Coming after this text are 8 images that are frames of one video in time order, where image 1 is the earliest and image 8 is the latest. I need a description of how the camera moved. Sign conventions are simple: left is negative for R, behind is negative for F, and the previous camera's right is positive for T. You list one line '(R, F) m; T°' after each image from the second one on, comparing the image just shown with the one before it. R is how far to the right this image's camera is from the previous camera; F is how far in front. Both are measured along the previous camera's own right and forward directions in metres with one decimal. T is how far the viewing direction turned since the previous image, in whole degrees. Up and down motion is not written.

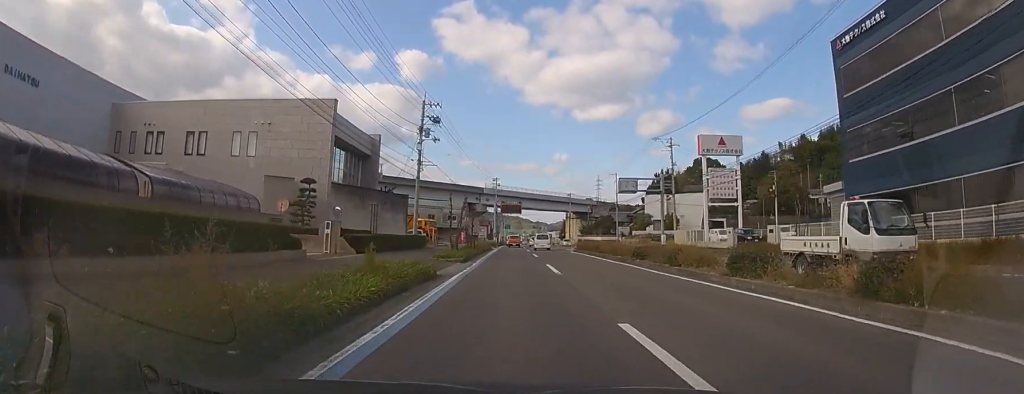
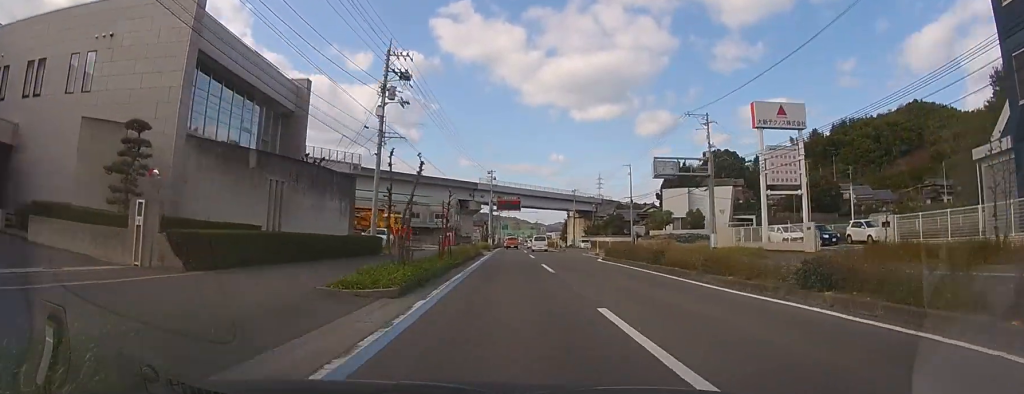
(0.0, +13.5) m; 0°
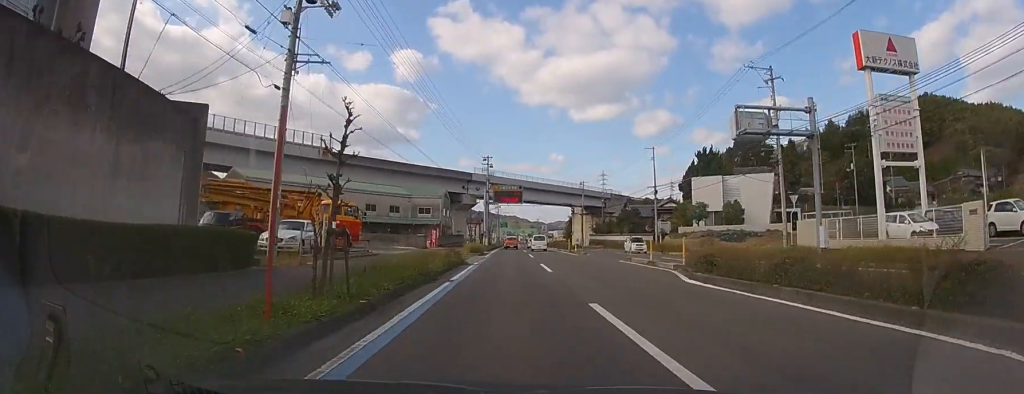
(+0.1, +14.4) m; 0°
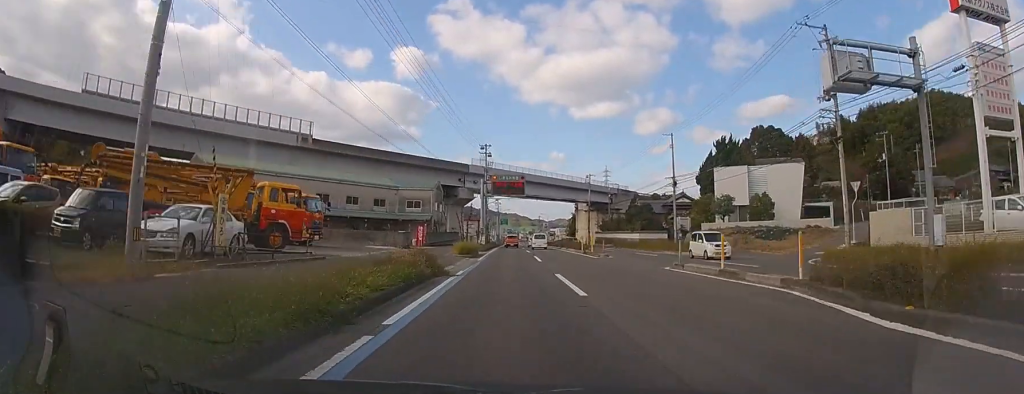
(0.0, +7.7) m; 0°
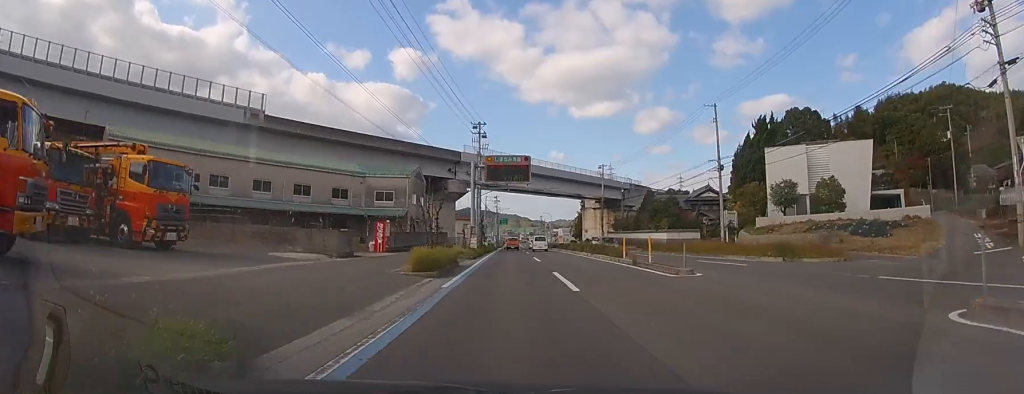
(-0.1, +13.9) m; 0°
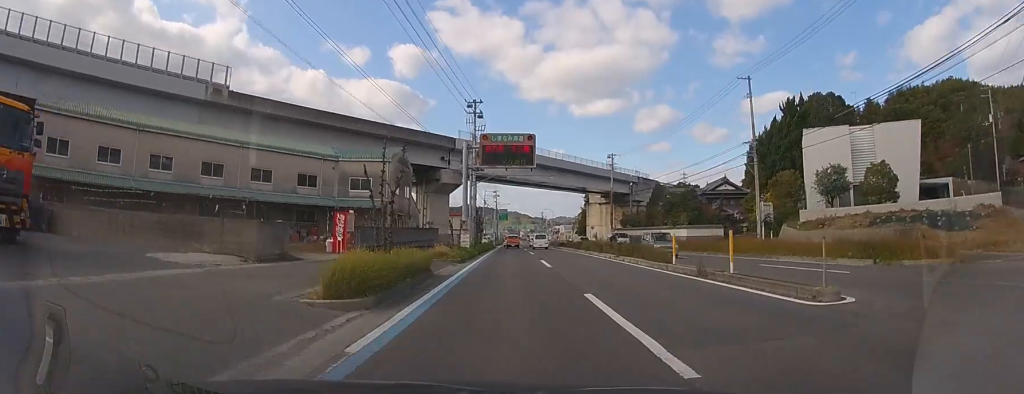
(0.0, +7.2) m; 0°
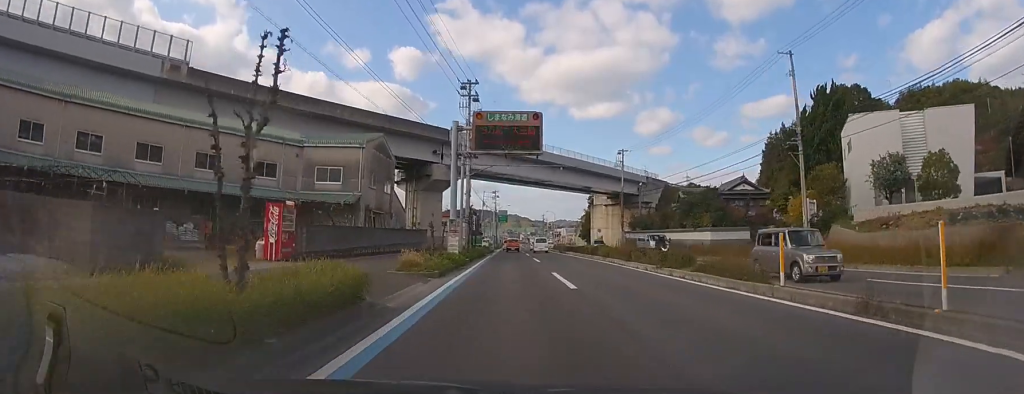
(0.0, +7.2) m; 0°
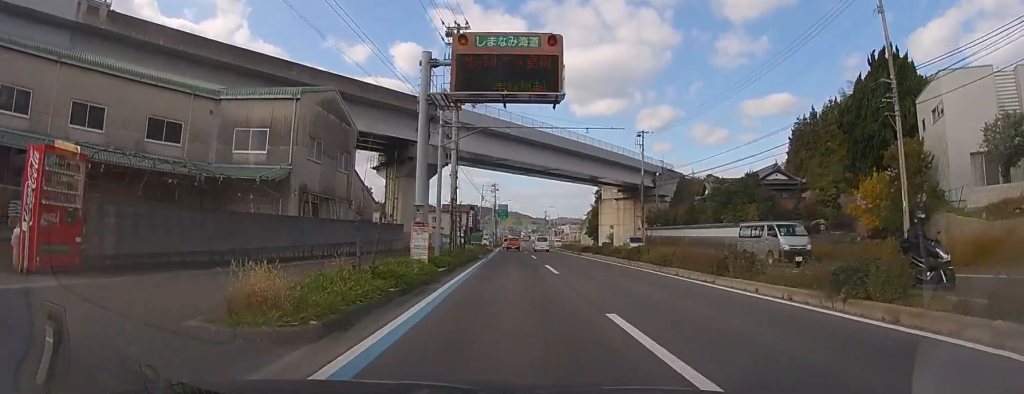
(0.0, +10.1) m; 0°
